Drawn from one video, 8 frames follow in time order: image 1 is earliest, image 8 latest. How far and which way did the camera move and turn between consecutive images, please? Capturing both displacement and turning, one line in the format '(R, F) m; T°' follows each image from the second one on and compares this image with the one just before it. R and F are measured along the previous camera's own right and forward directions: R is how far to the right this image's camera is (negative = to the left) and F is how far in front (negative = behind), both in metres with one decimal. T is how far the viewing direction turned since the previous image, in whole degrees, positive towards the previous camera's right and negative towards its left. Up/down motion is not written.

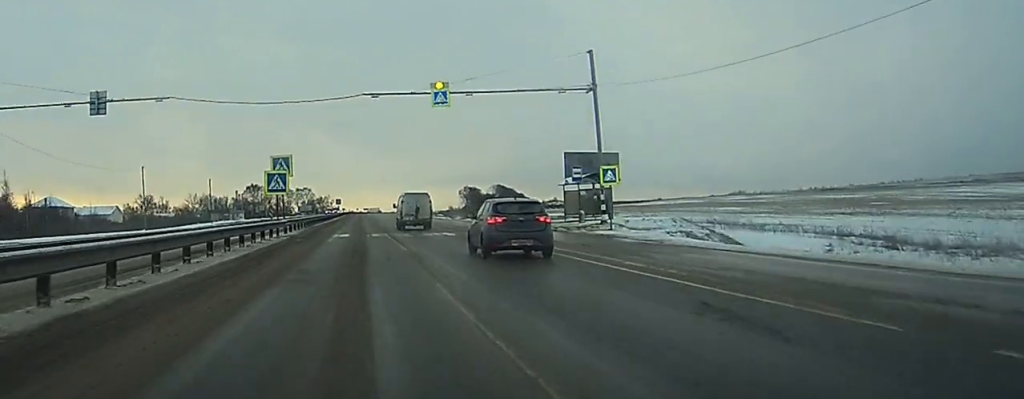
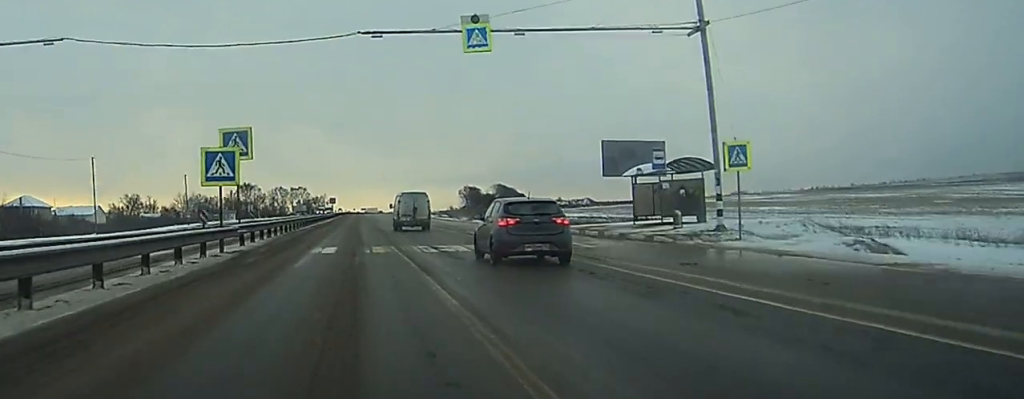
(0.0, +15.2) m; 0°
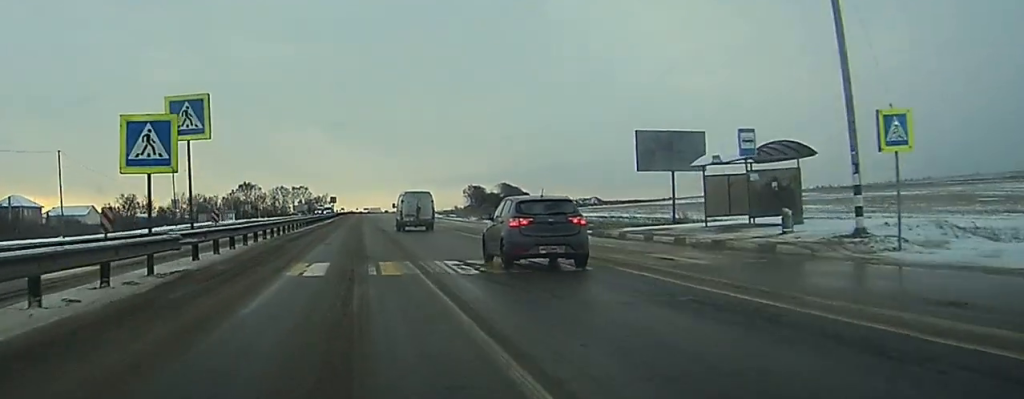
(0.0, +8.7) m; 0°
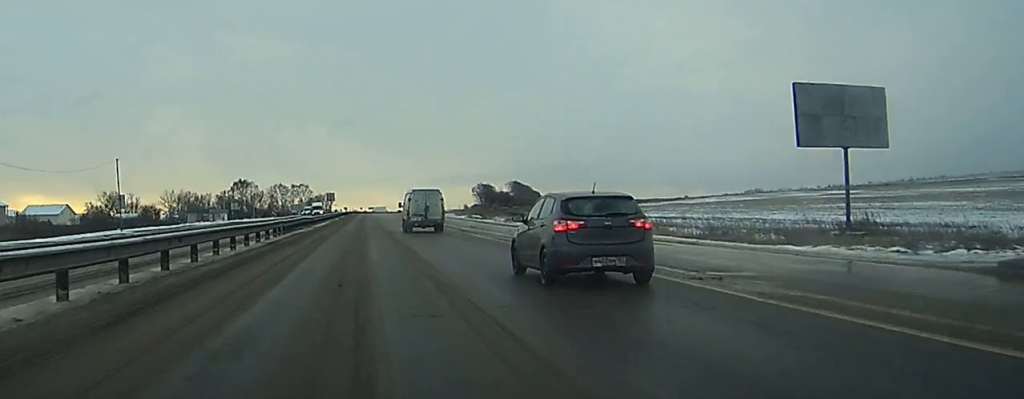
(0.0, +24.7) m; 0°
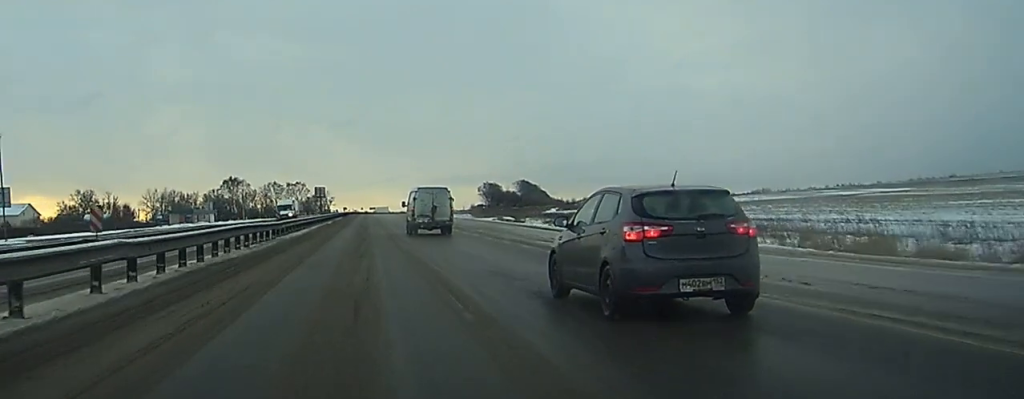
(+0.1, +25.5) m; 0°
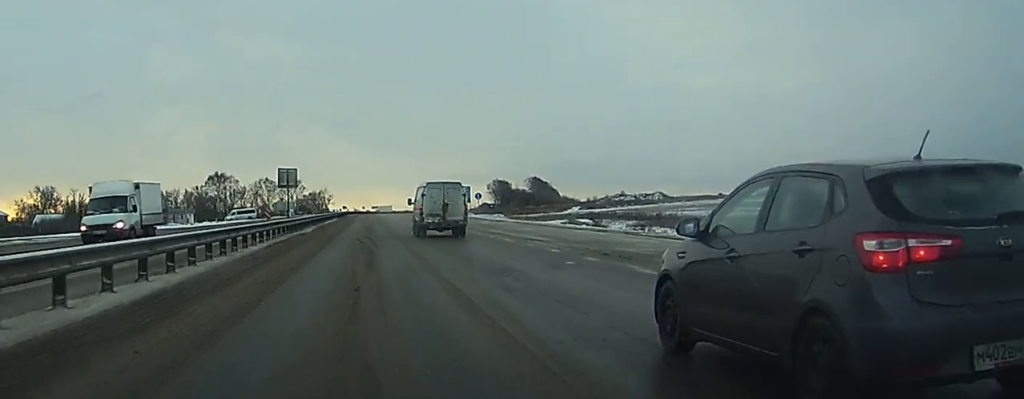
(+0.1, +31.6) m; 0°
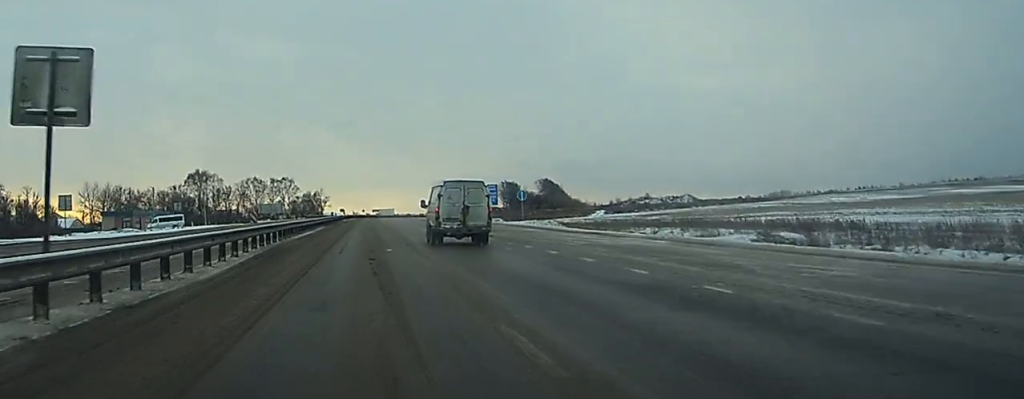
(0.0, +31.0) m; 0°
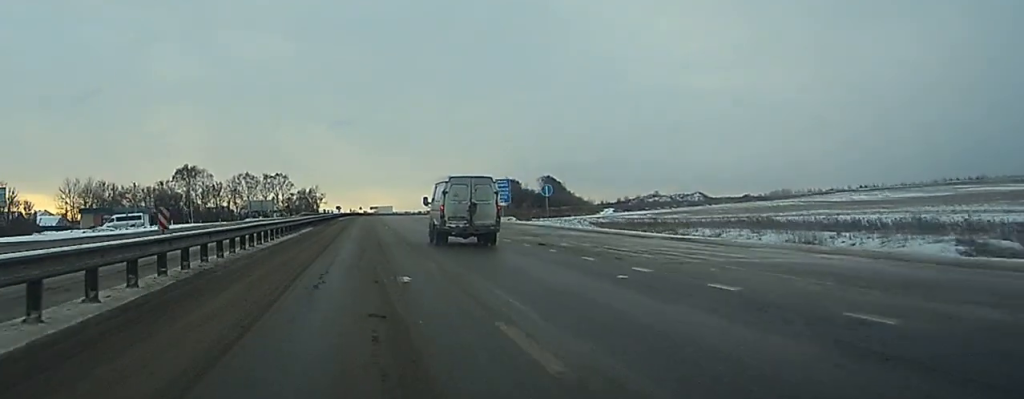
(0.0, +11.8) m; 0°
